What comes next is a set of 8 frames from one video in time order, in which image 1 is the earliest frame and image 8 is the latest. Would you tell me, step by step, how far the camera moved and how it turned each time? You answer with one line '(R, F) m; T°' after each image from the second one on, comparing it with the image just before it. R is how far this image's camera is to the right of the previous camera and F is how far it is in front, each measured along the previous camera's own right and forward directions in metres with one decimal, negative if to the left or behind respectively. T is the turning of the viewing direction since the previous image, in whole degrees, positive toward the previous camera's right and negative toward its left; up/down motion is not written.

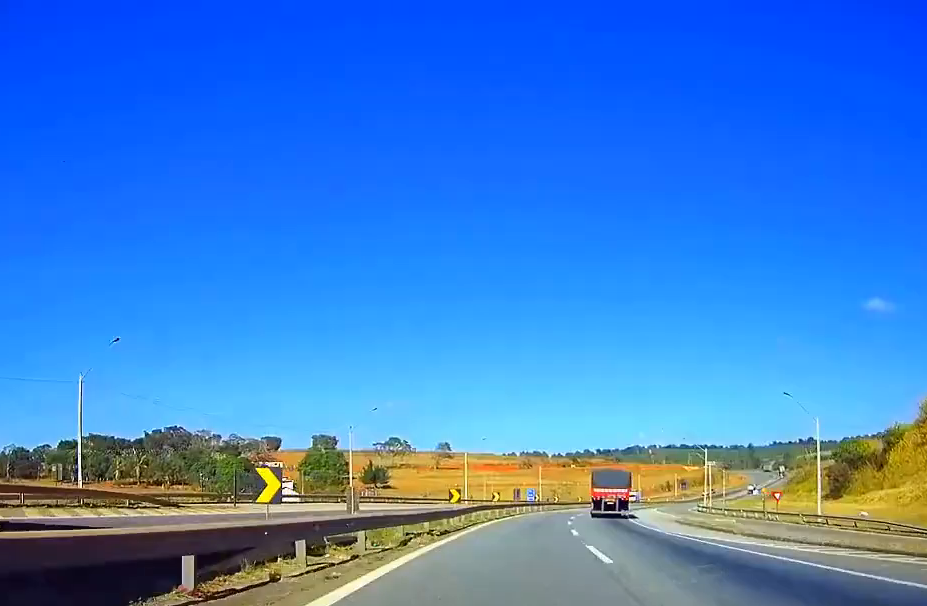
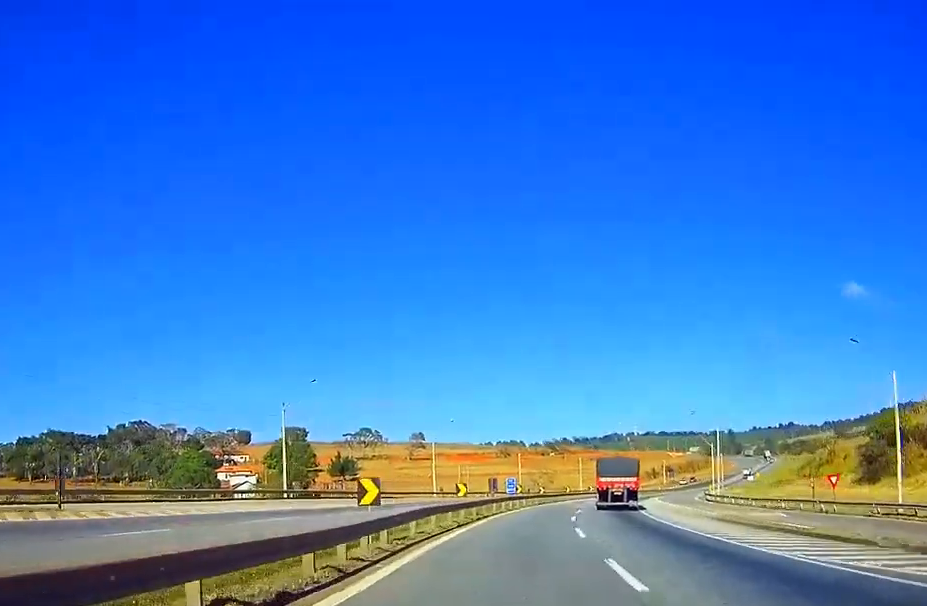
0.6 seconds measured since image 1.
(0.0, +17.1) m; +2°
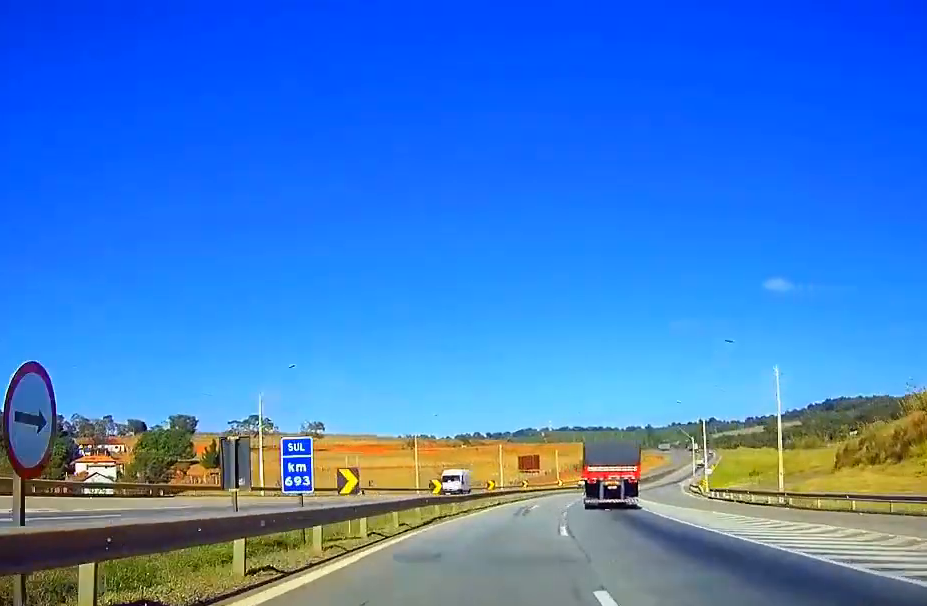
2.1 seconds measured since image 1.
(+3.1, +42.6) m; +10°
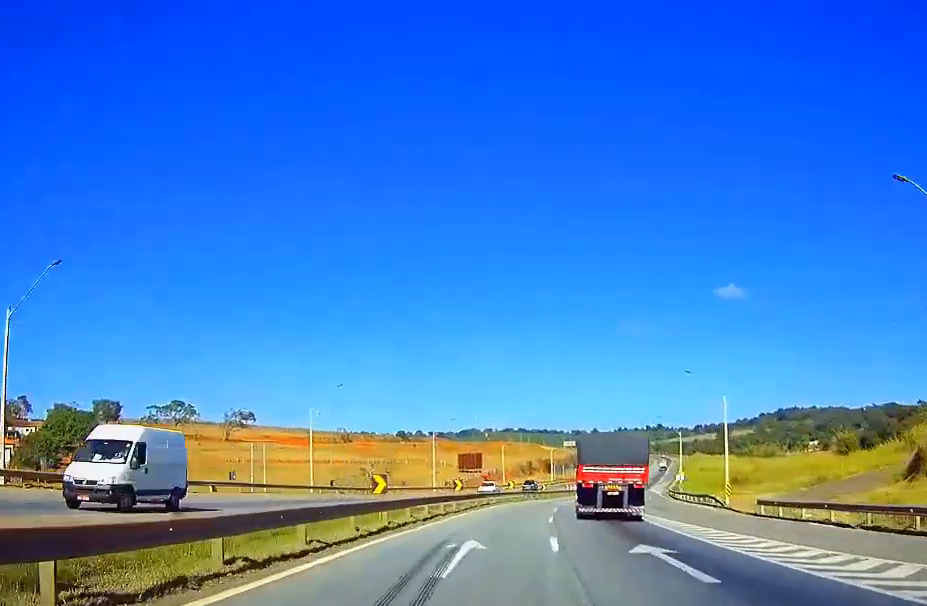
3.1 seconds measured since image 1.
(+1.2, +27.8) m; +4°
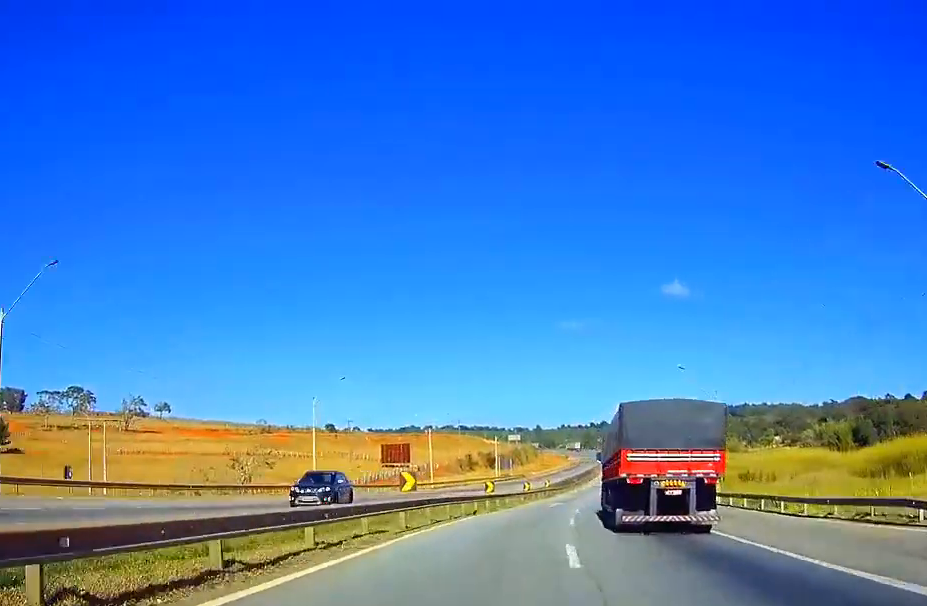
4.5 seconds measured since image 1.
(+1.5, +40.2) m; +3°
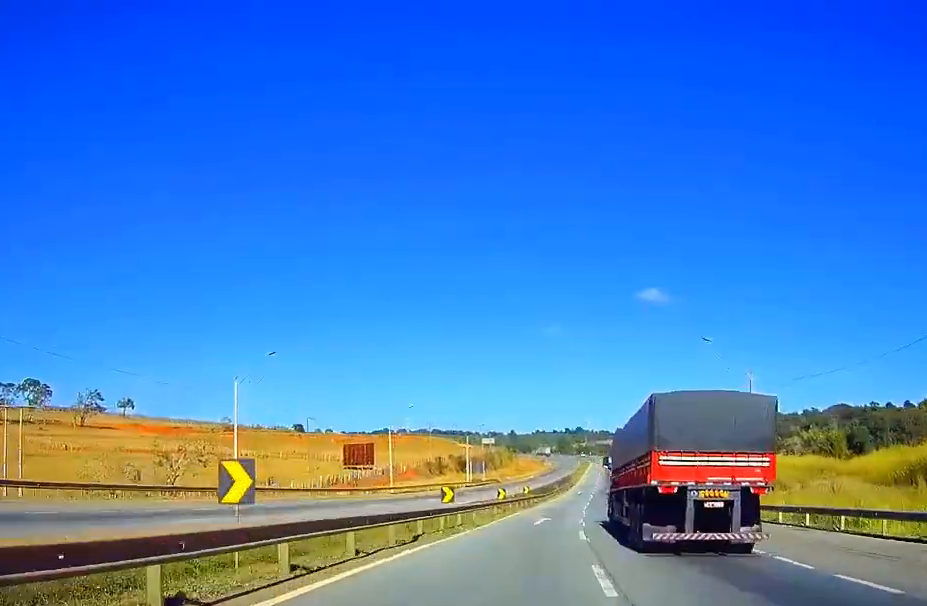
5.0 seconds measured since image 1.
(-0.2, +14.4) m; +2°
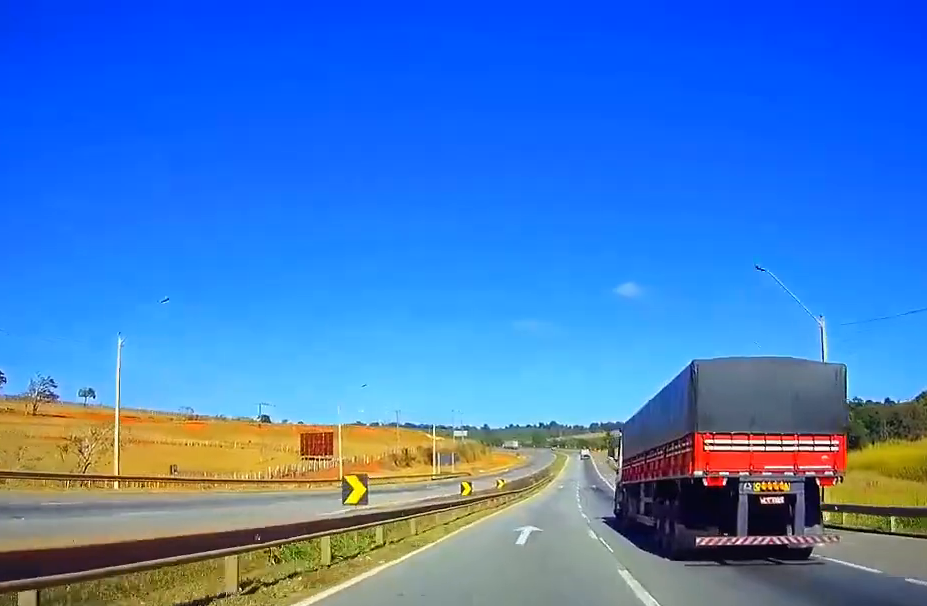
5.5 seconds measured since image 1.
(+0.2, +14.5) m; +2°
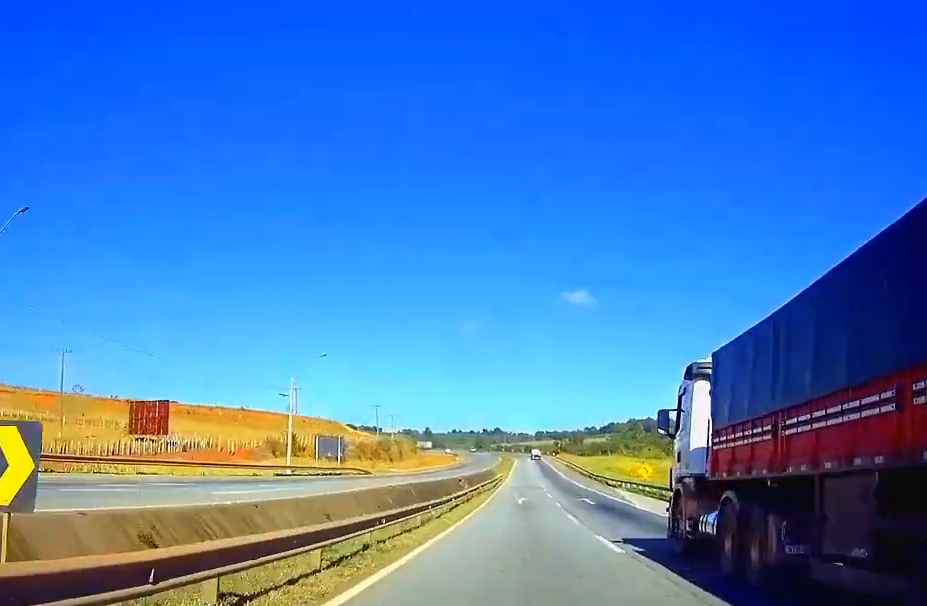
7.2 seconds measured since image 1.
(+2.2, +52.1) m; +3°
